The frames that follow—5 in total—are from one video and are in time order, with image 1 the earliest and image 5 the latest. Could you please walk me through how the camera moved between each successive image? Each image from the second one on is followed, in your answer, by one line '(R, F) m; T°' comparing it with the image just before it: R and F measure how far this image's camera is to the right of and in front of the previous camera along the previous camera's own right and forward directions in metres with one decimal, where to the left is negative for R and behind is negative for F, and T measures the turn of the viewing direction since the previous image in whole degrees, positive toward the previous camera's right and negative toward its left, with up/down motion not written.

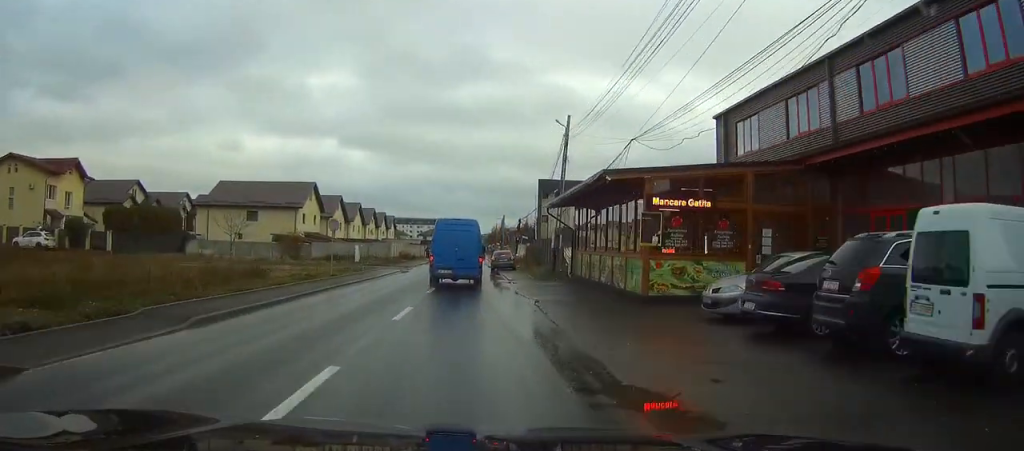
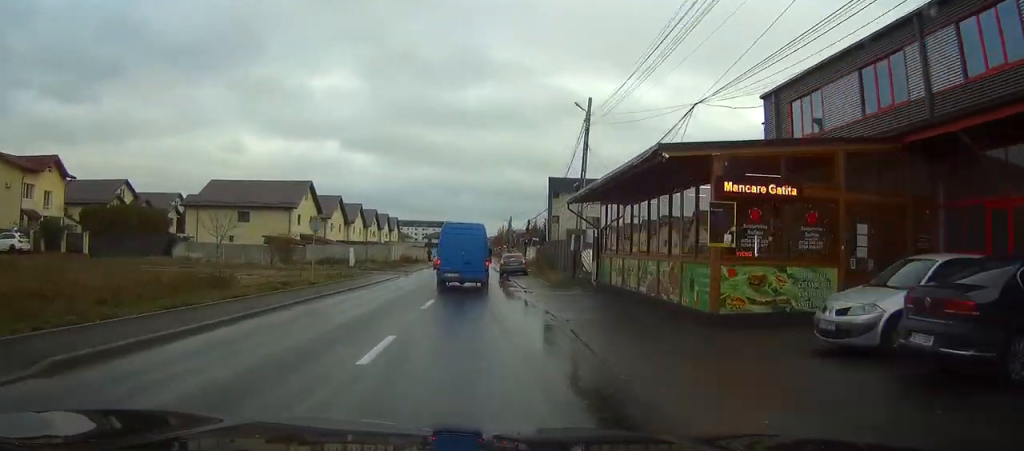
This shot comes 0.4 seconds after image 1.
(0.0, +5.2) m; 0°
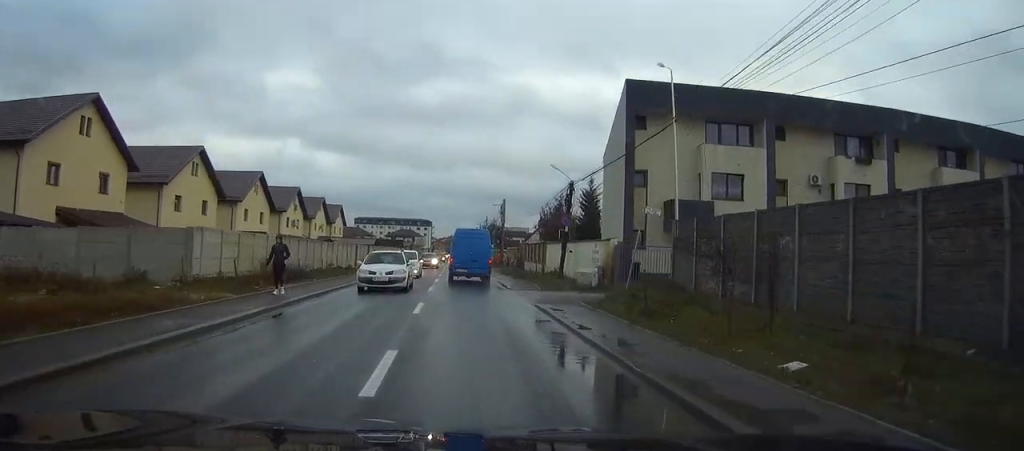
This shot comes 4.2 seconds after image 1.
(-0.3, +47.1) m; 0°
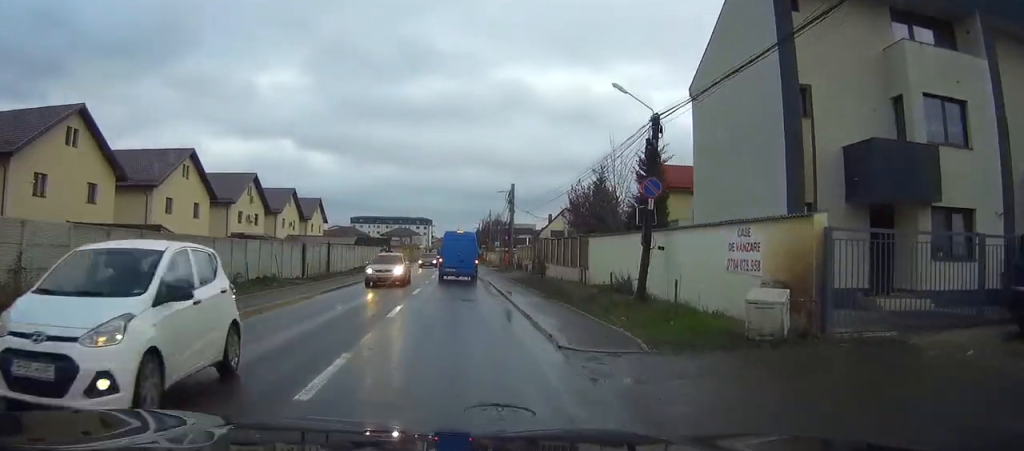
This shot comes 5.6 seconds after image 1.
(+0.6, +18.2) m; +1°
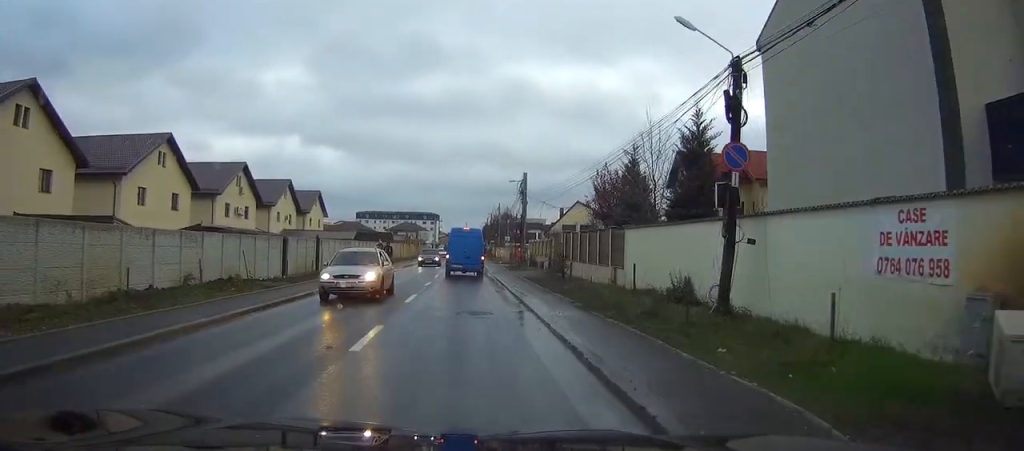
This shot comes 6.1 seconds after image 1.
(0.0, +5.7) m; -1°
